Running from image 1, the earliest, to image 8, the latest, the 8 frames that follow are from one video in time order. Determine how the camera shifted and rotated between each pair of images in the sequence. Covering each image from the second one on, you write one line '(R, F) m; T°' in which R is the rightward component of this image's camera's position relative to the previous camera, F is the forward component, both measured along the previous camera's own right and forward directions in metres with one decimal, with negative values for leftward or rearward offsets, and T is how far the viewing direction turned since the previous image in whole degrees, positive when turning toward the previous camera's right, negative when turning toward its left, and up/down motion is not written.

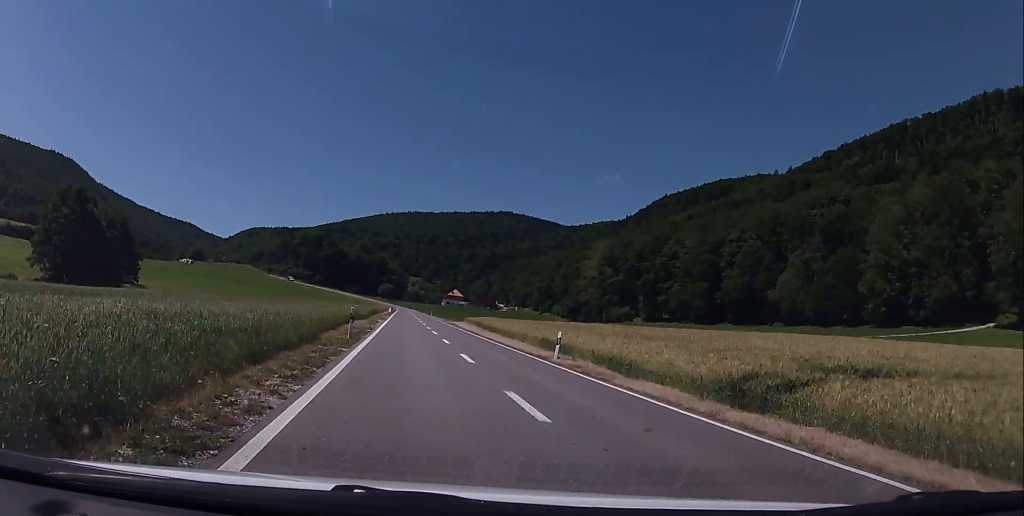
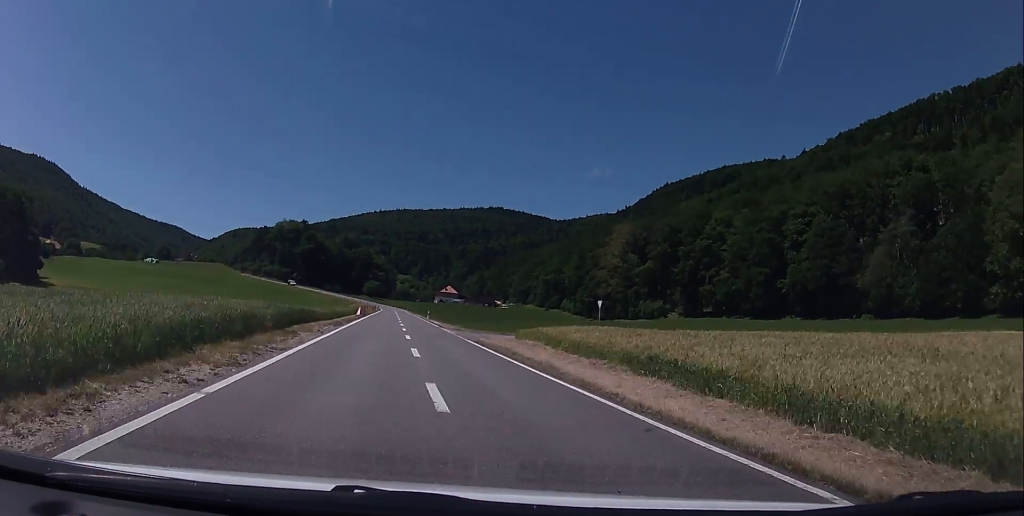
(+0.5, +43.1) m; 0°
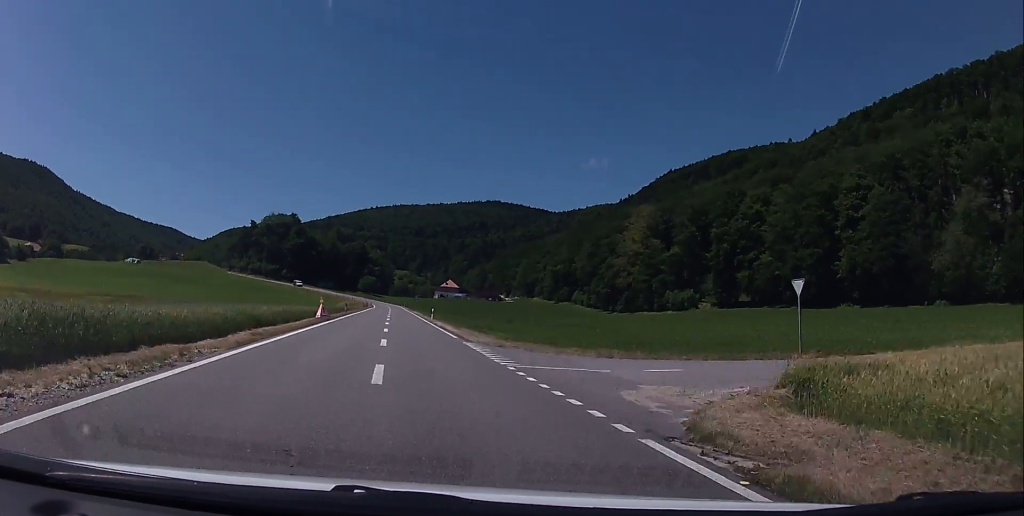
(-0.4, +24.3) m; 0°
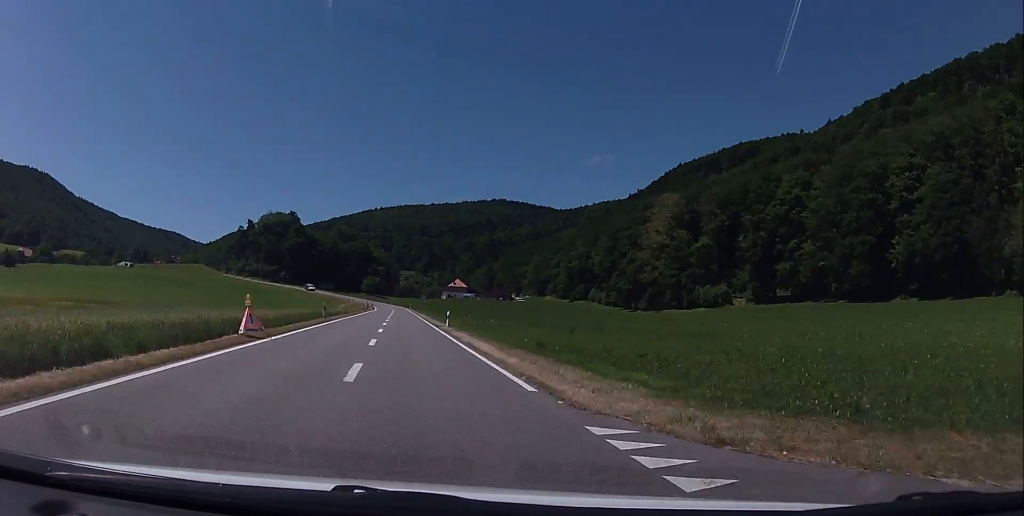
(+0.6, +17.2) m; 0°
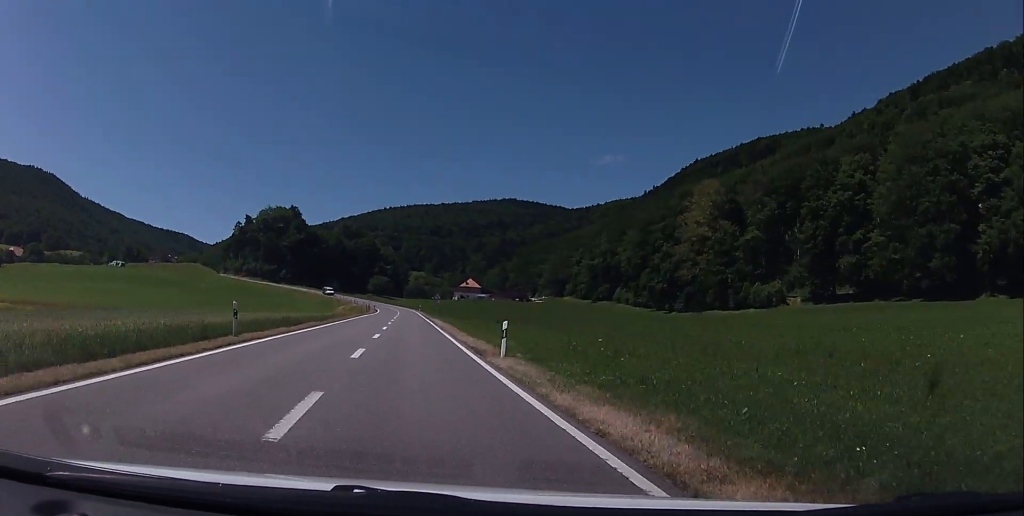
(-0.1, +22.1) m; -1°
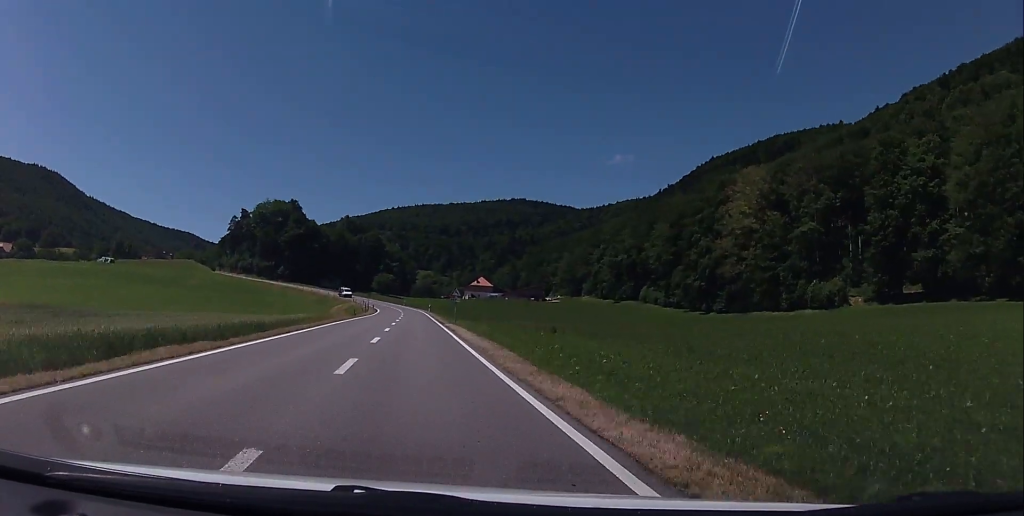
(-0.2, +20.9) m; -1°
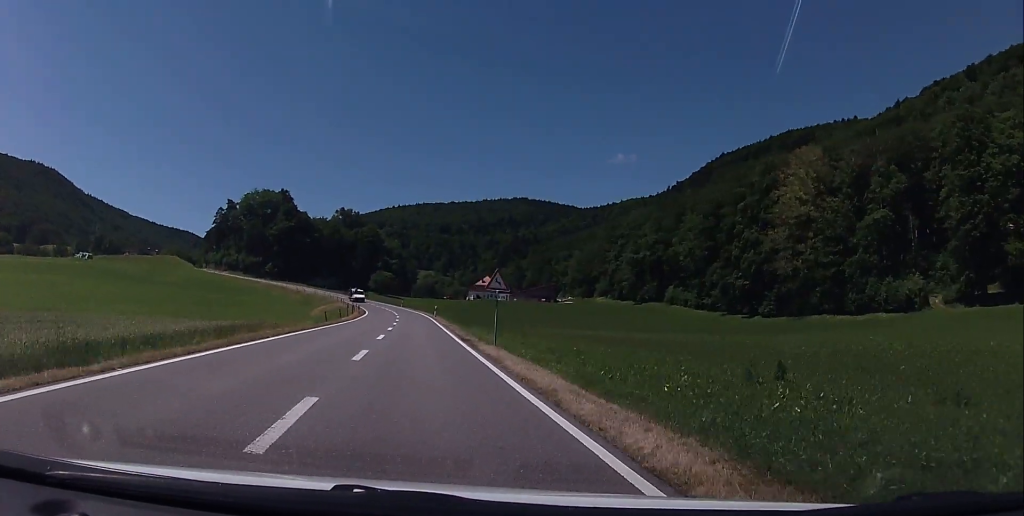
(-0.1, +23.6) m; 0°
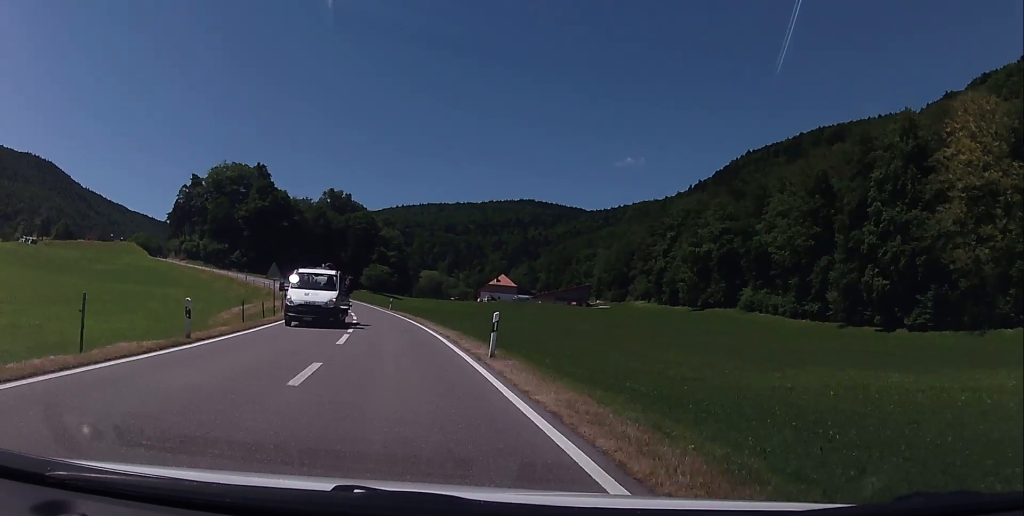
(0.0, +49.3) m; -1°
